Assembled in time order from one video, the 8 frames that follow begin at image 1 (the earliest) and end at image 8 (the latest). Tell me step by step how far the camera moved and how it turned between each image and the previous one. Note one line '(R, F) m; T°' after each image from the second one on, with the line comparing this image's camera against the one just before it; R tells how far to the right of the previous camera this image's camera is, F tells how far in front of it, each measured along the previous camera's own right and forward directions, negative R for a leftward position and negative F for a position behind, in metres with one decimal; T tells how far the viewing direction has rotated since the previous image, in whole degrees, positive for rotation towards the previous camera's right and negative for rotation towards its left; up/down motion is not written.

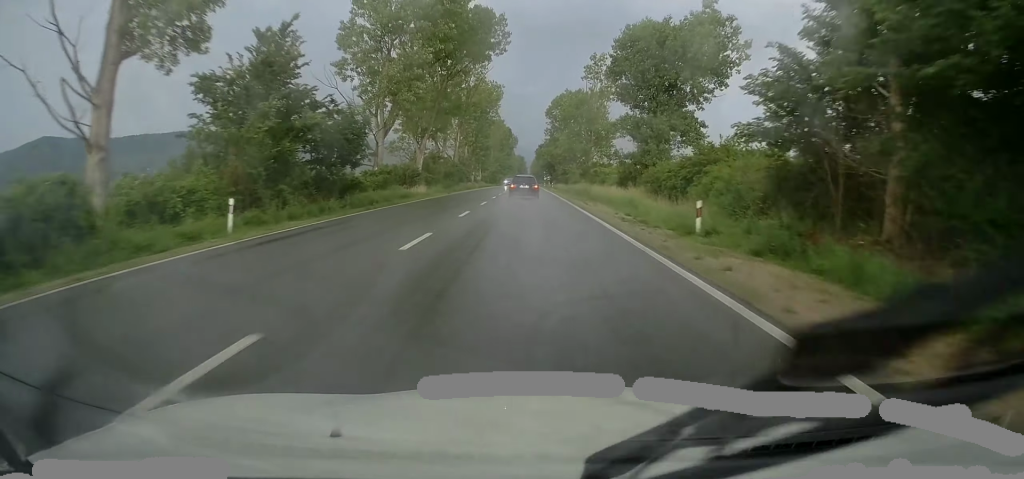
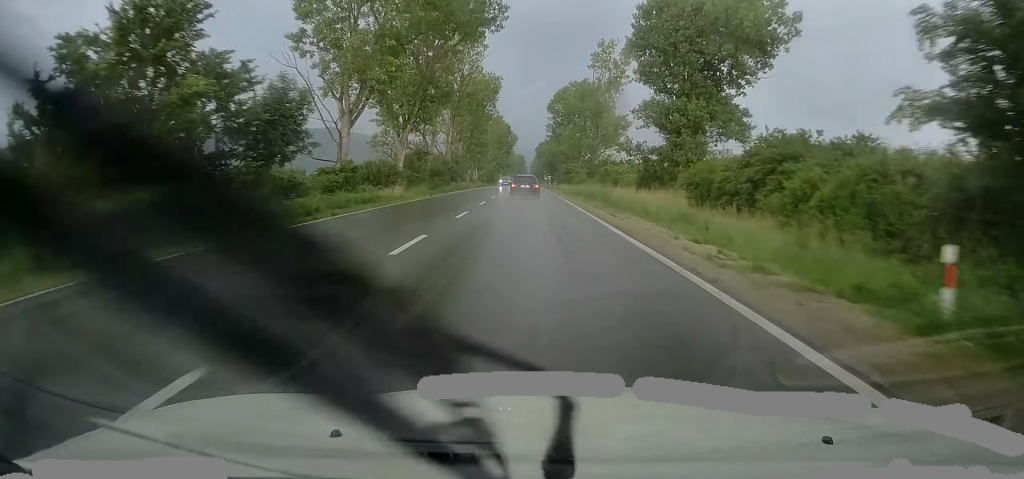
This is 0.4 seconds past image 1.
(+0.1, +9.8) m; 0°
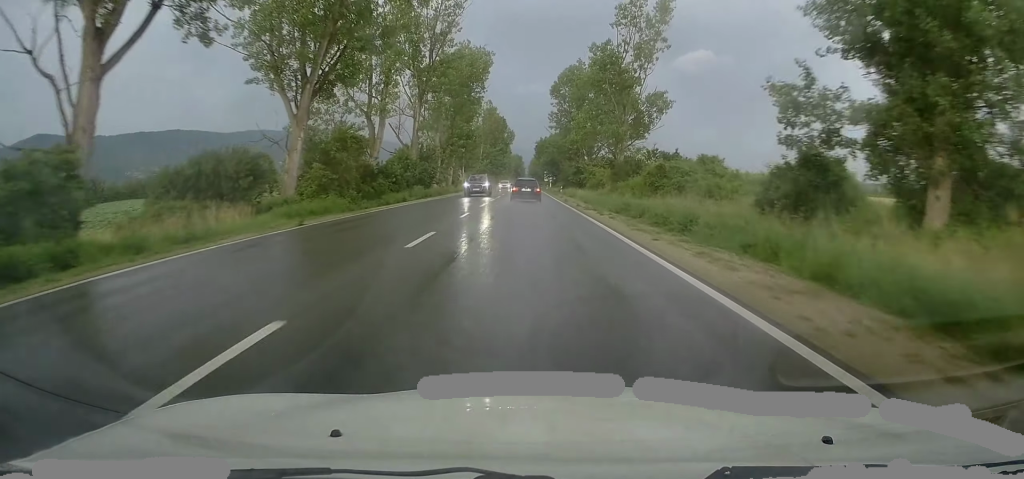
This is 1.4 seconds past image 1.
(+0.2, +25.4) m; 0°
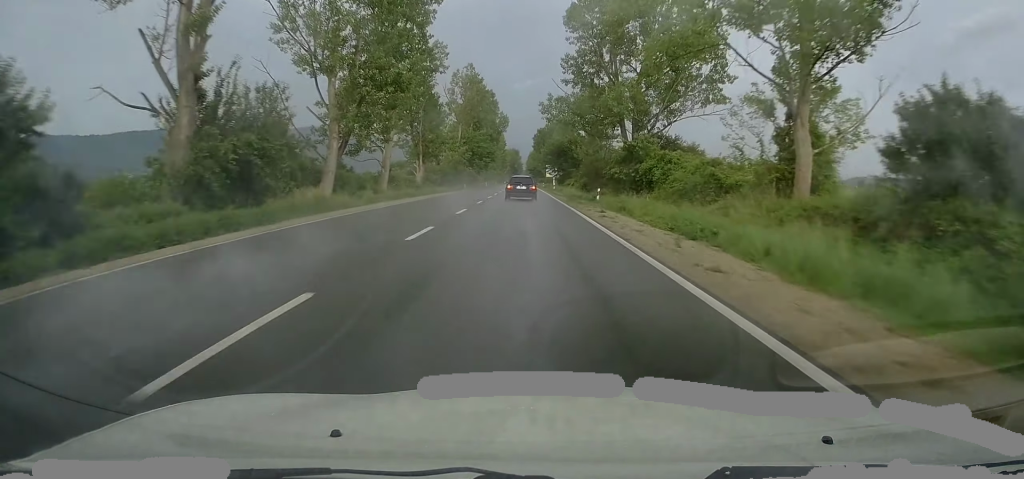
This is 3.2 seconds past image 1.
(+0.1, +43.4) m; 0°
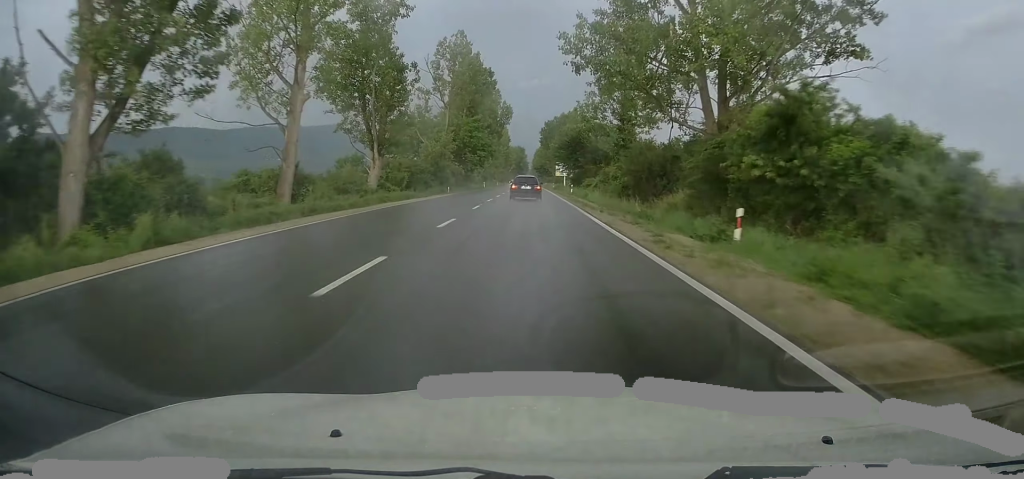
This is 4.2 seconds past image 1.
(-0.5, +23.7) m; -1°
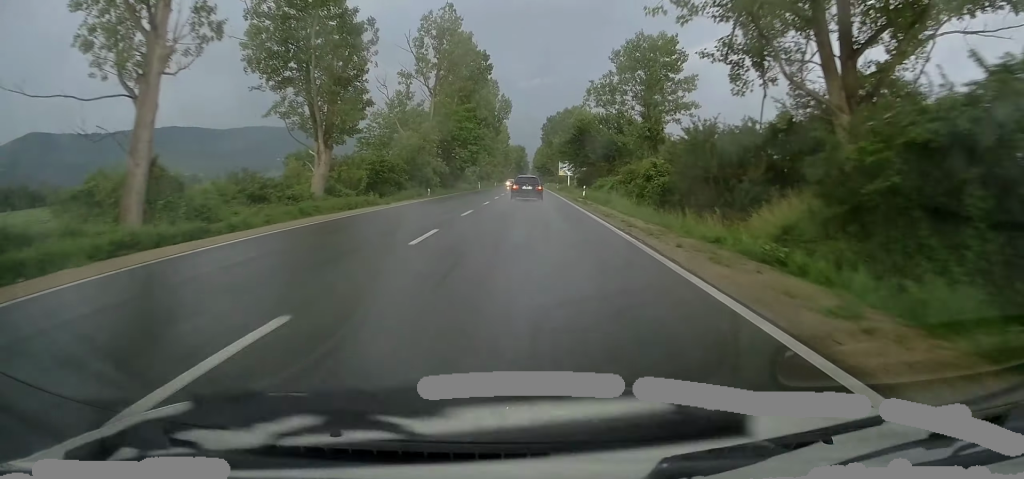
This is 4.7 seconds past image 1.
(0.0, +13.0) m; +1°
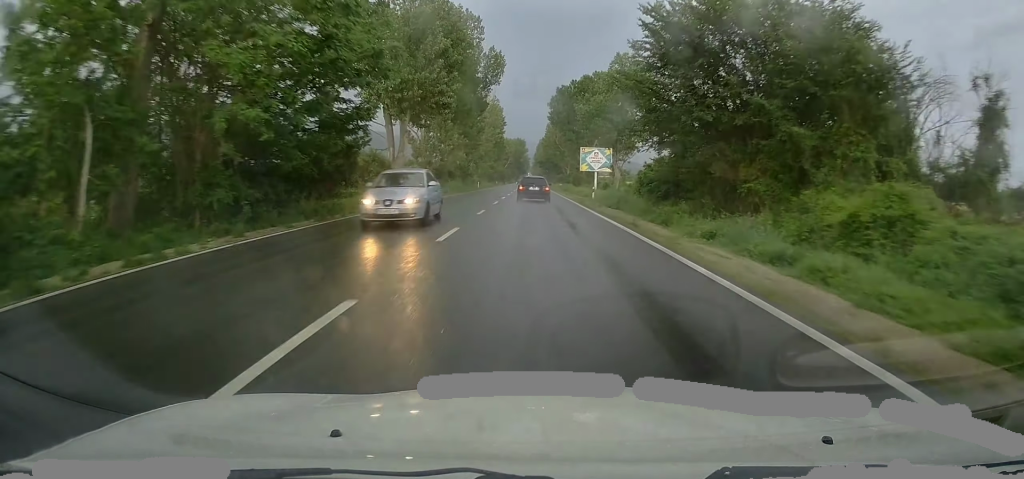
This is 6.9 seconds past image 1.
(+0.3, +52.5) m; 0°
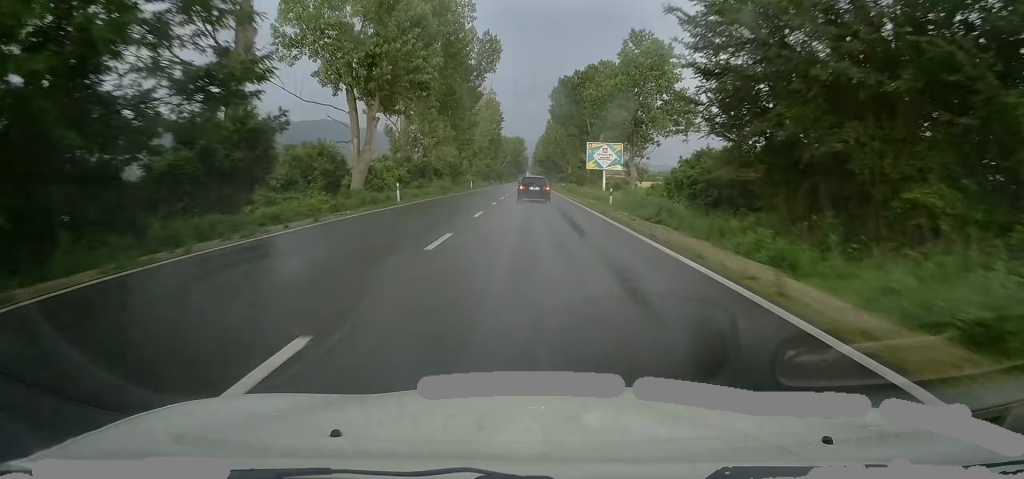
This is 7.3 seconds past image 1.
(-0.1, +10.4) m; 0°
